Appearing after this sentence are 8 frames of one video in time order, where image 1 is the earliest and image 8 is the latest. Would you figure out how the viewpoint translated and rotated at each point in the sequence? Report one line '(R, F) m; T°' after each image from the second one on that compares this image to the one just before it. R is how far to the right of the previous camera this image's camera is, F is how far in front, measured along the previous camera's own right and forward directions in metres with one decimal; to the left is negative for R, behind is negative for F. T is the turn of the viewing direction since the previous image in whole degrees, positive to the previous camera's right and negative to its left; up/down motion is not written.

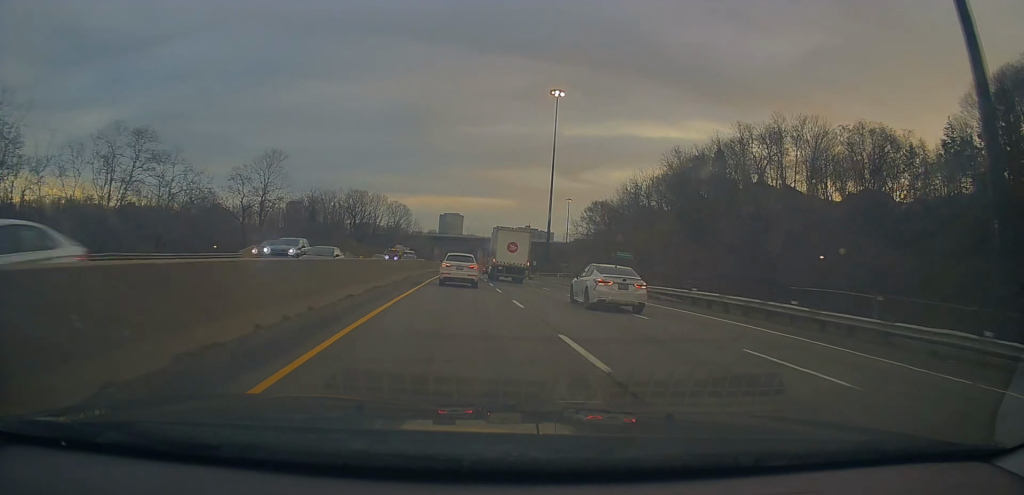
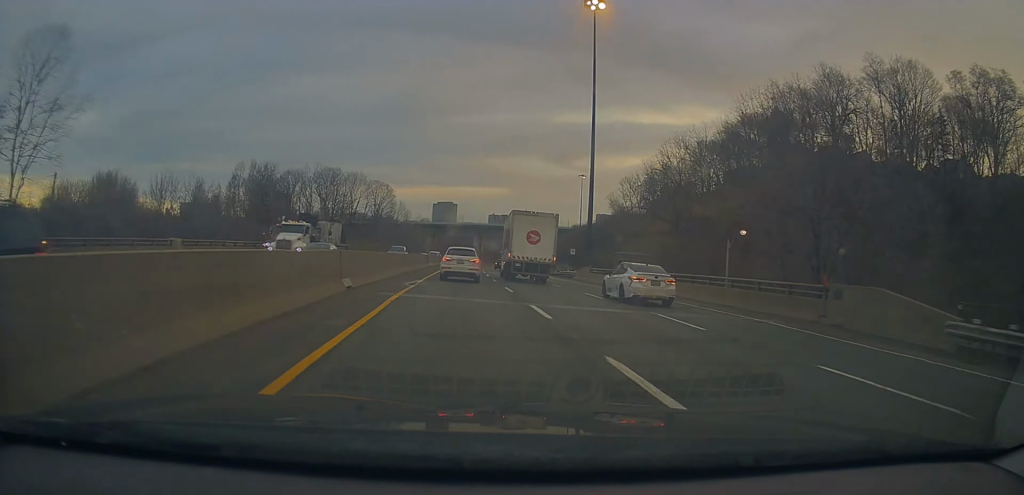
(+0.4, +35.9) m; 0°
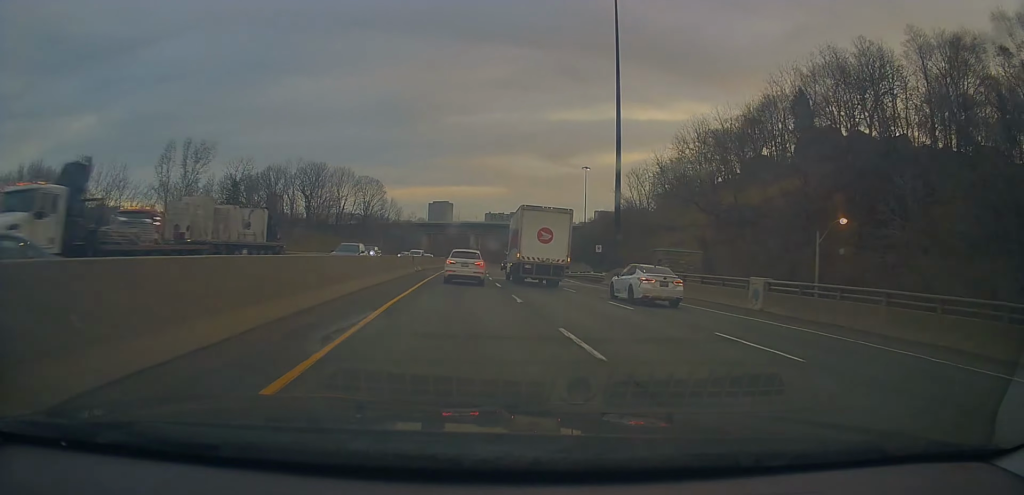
(-0.3, +13.0) m; 0°
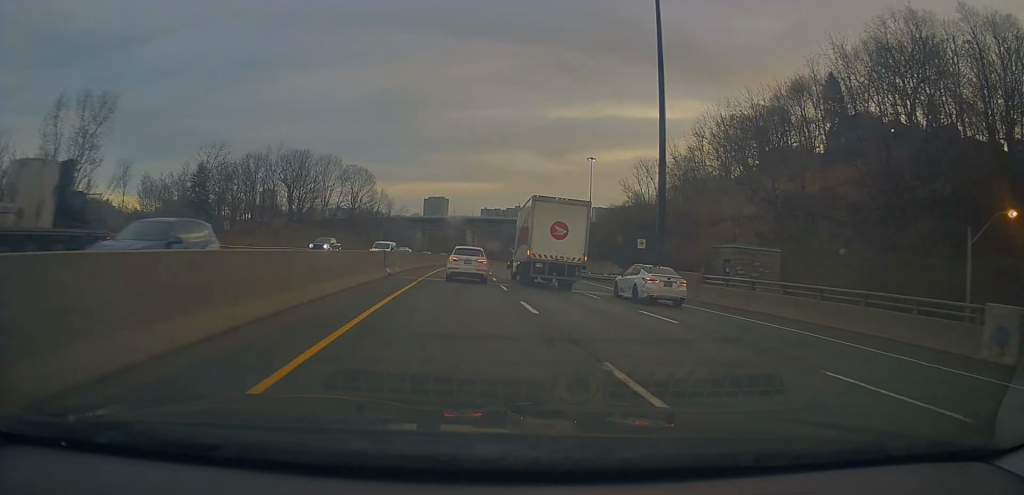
(-0.2, +13.0) m; 0°
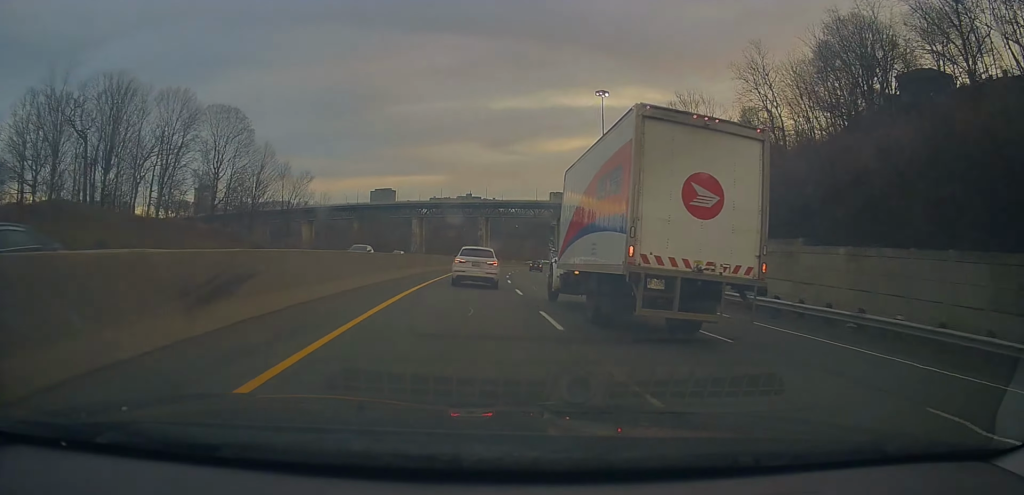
(+2.7, +65.0) m; +5°
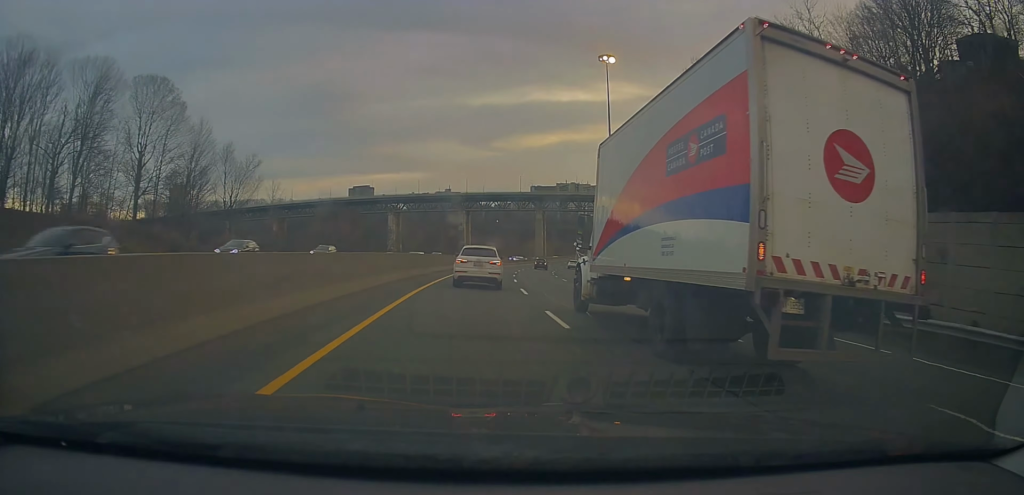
(+0.3, +18.7) m; +2°
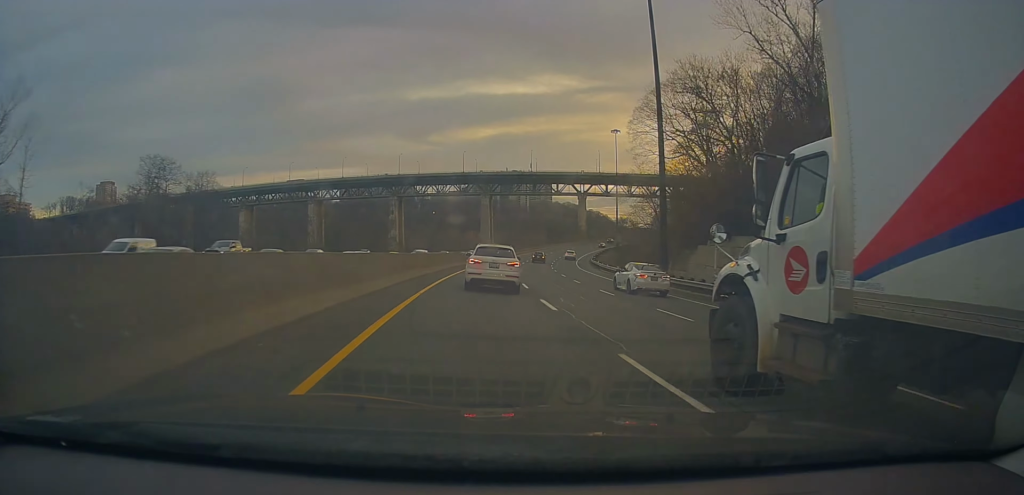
(+2.0, +43.9) m; +5°
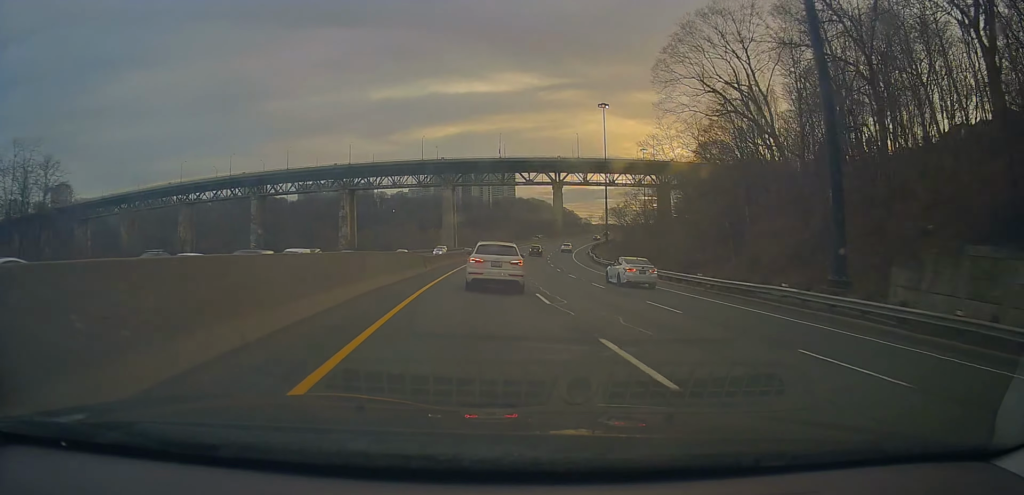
(+0.9, +27.1) m; +4°
